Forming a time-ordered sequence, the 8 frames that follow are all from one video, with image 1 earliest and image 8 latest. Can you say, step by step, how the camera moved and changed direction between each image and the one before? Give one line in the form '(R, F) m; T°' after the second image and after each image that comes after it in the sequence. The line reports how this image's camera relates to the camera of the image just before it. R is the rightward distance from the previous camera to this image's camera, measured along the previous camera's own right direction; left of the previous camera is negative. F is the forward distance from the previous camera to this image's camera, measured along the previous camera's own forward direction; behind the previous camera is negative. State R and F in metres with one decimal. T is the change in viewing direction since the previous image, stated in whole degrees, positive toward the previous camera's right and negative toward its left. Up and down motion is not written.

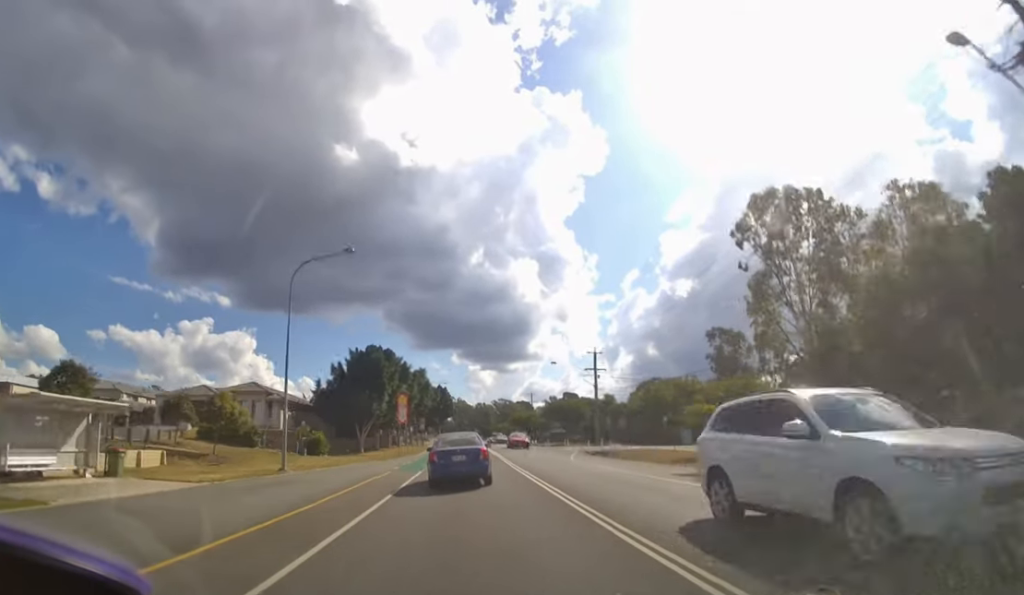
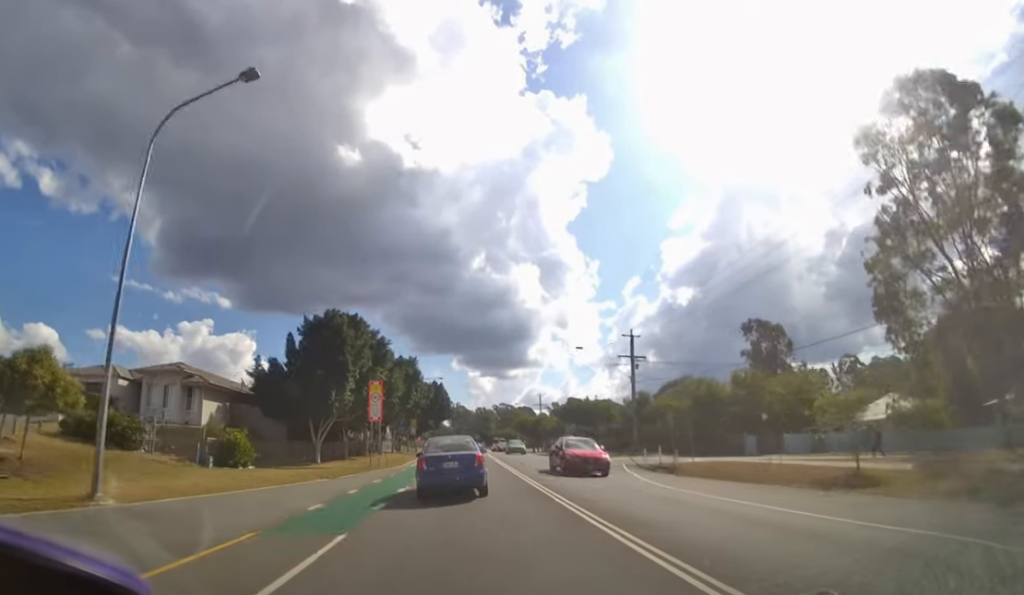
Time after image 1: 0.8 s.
(0.0, +11.2) m; 0°
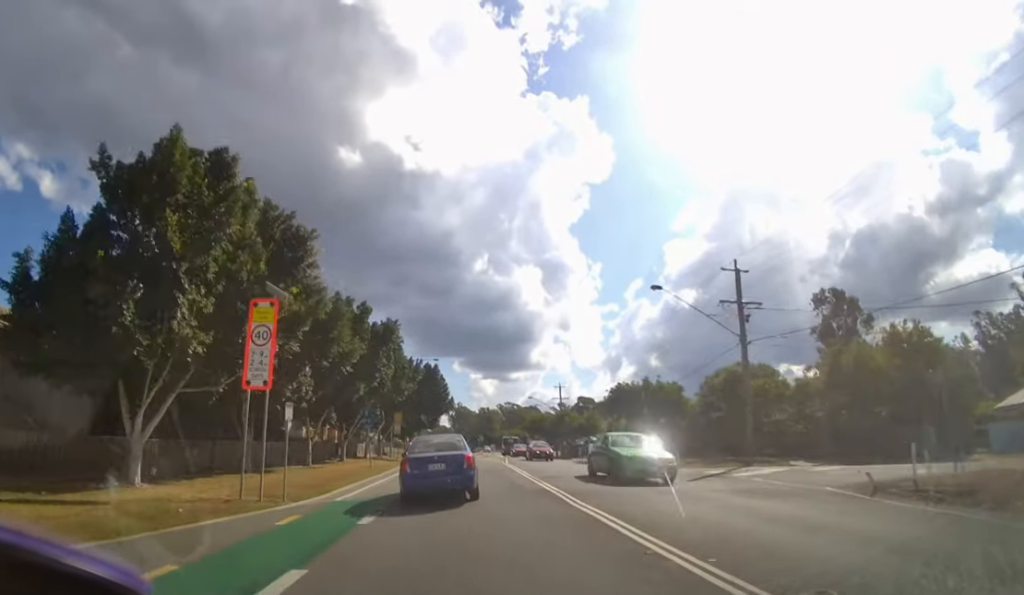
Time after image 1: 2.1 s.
(0.0, +17.3) m; 0°
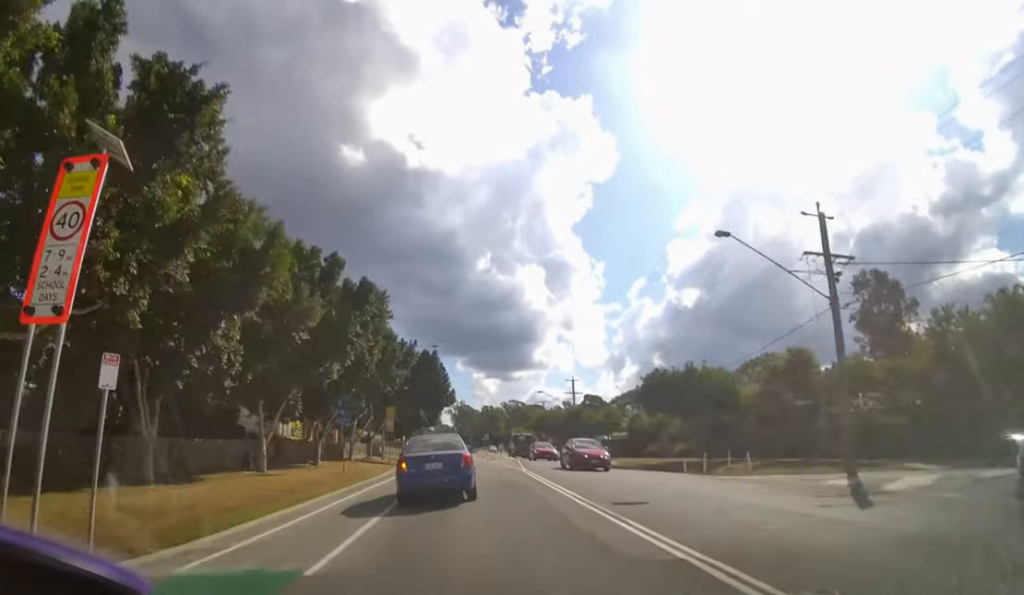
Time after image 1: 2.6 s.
(0.0, +7.2) m; 0°
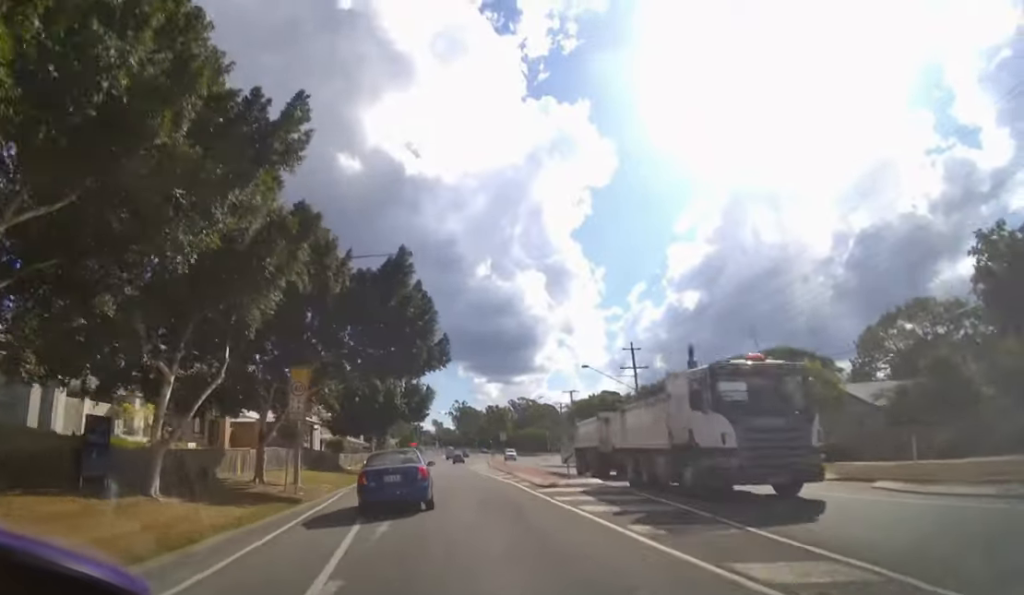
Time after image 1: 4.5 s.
(-0.1, +28.4) m; -1°
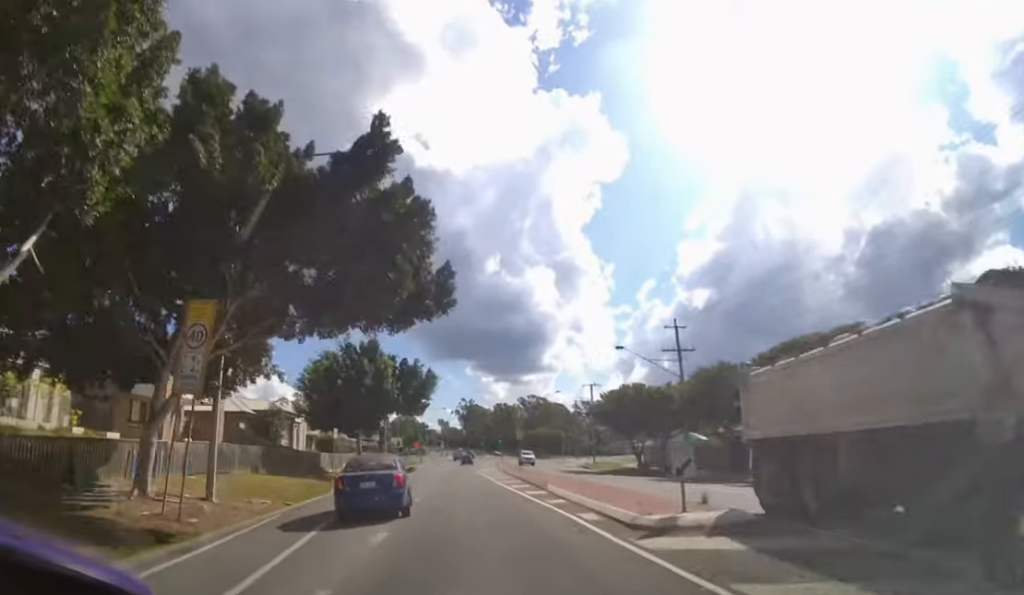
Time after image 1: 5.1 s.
(0.0, +9.5) m; 0°
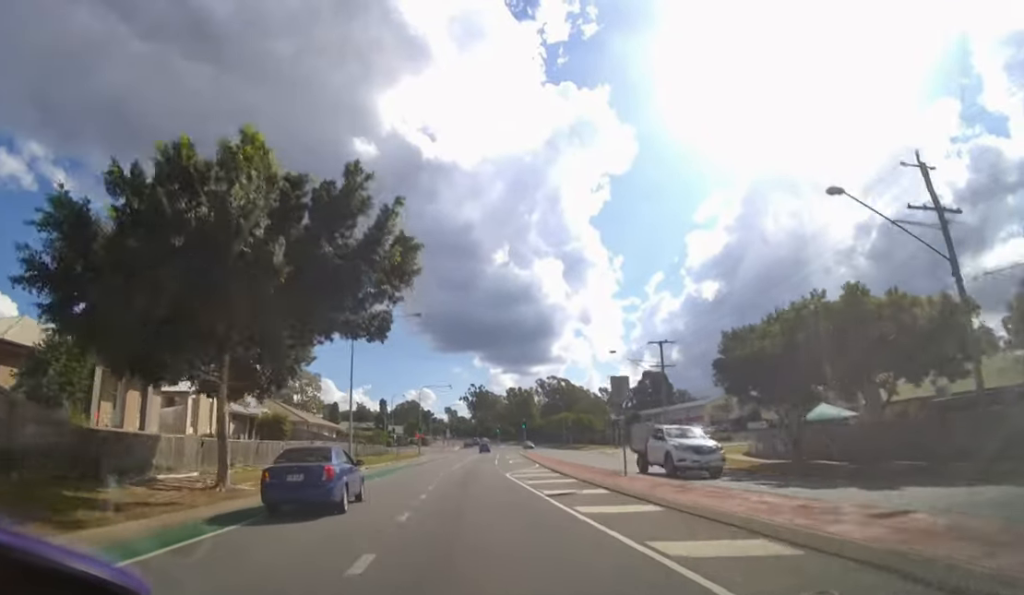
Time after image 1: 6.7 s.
(-0.3, +24.3) m; -1°
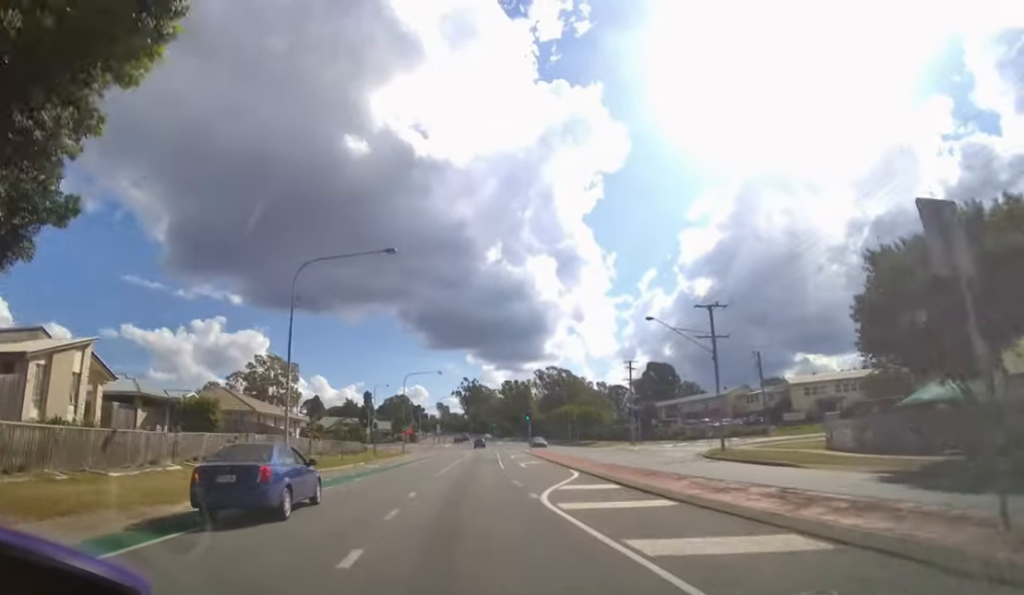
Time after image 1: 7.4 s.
(0.0, +11.5) m; +1°
